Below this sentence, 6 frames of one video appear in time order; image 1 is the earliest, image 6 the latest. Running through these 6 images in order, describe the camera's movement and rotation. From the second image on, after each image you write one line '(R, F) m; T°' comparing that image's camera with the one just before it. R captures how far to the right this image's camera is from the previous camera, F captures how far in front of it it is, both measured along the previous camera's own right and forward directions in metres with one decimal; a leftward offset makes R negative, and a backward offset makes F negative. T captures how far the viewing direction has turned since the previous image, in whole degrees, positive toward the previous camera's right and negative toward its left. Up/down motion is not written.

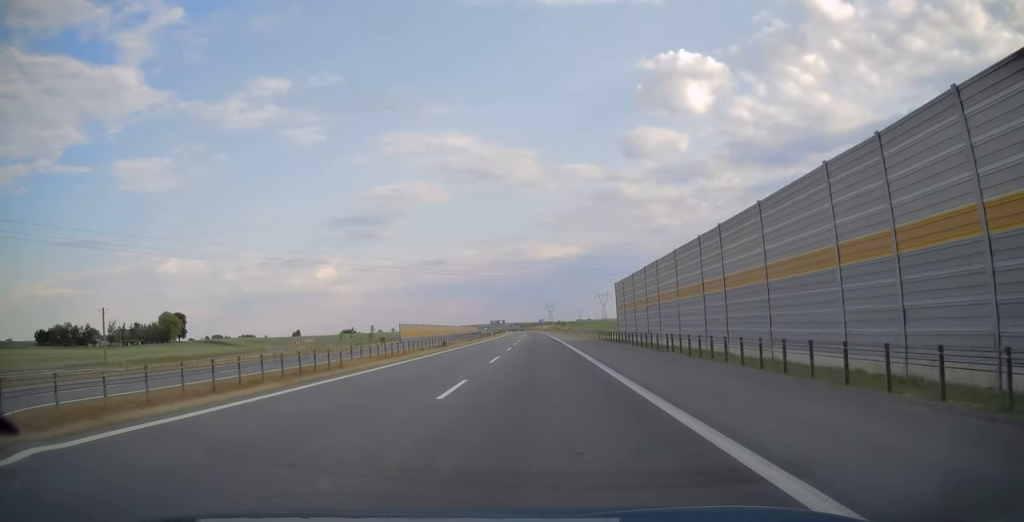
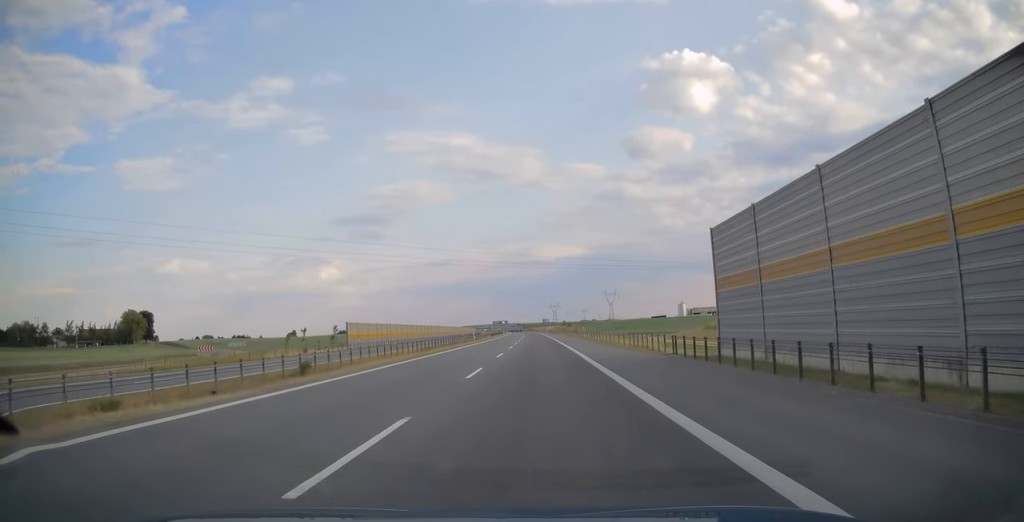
(-0.2, +31.2) m; 0°
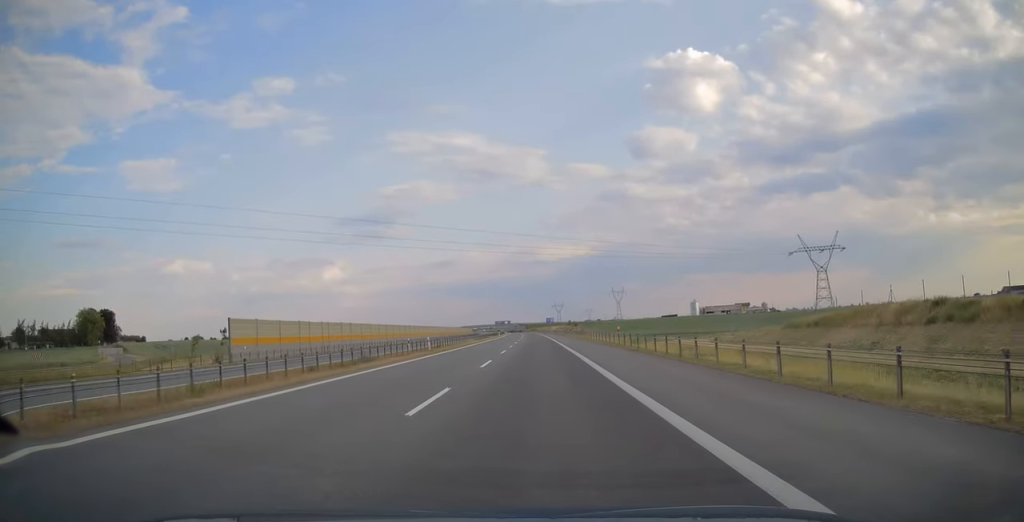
(-0.1, +31.2) m; 0°
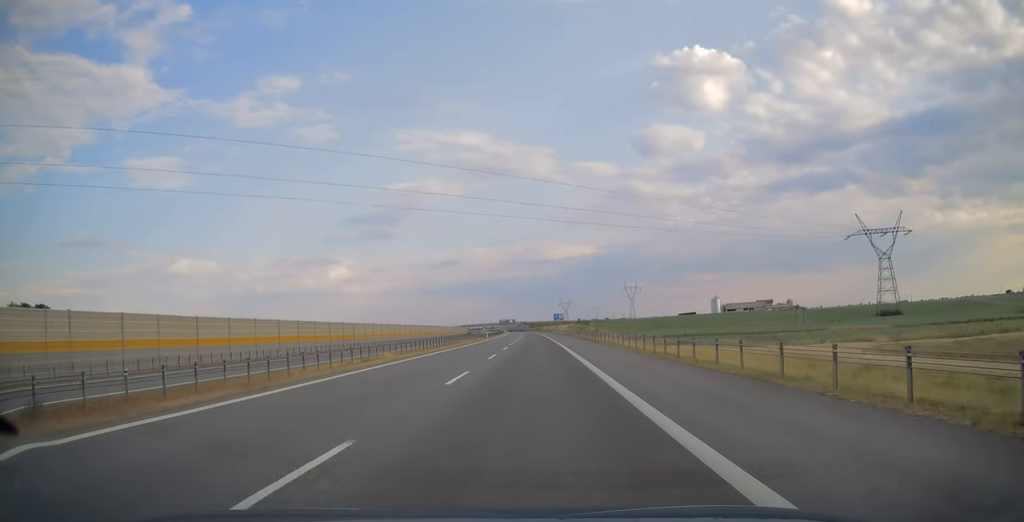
(-0.2, +43.1) m; 0°
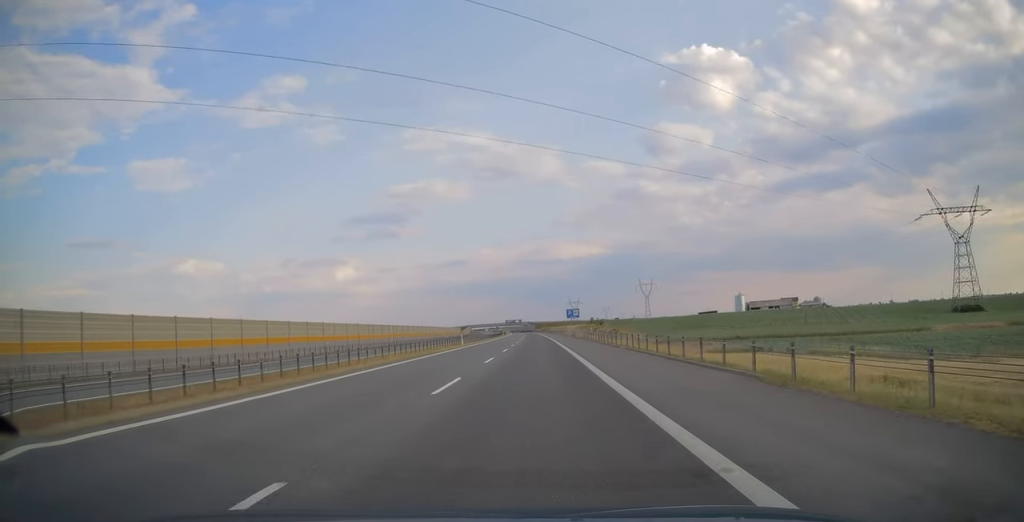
(-0.1, +38.1) m; -1°
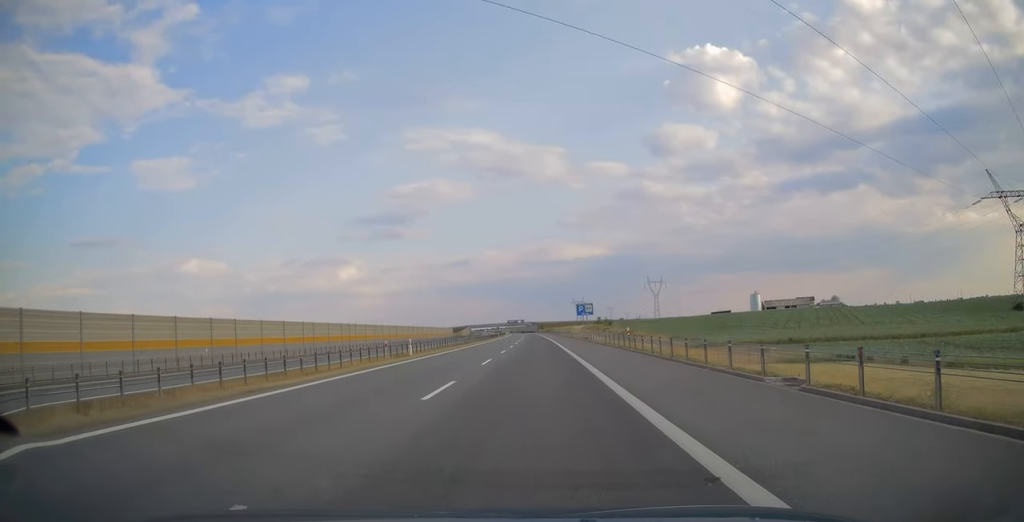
(-0.2, +25.0) m; -1°
